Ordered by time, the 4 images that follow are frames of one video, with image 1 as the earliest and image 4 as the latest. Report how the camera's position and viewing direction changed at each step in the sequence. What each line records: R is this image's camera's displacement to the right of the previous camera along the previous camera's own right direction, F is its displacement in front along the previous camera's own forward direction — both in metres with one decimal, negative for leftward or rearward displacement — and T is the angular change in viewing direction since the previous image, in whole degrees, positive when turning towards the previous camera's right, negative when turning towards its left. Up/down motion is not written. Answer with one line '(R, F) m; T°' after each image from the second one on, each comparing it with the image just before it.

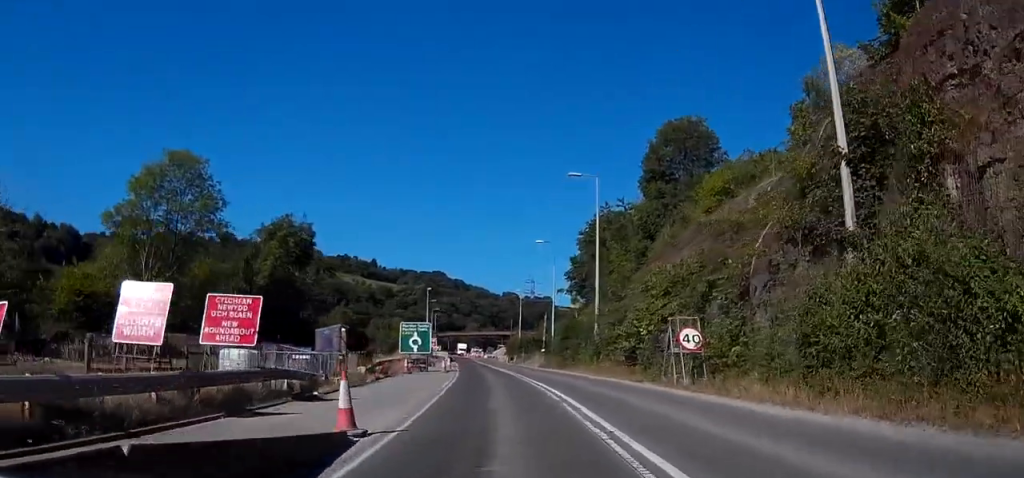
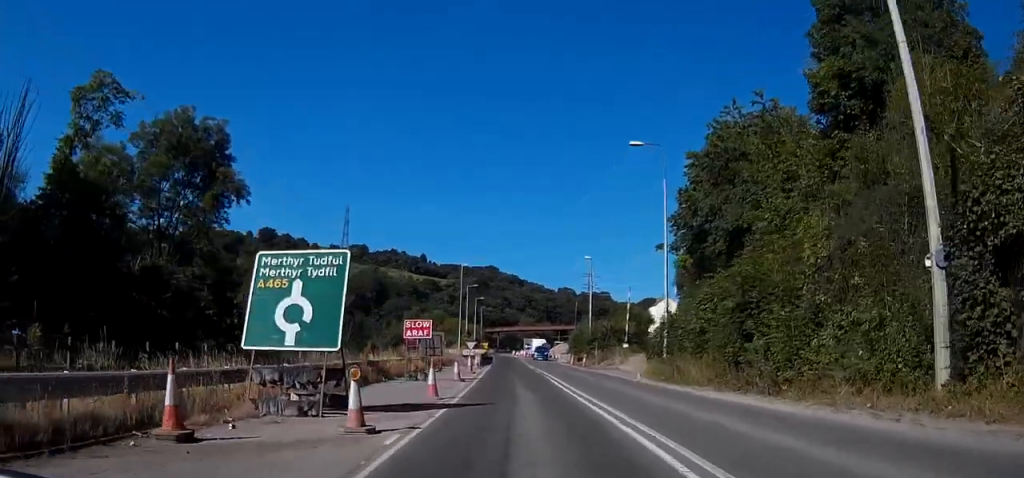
(-0.6, +34.0) m; -2°
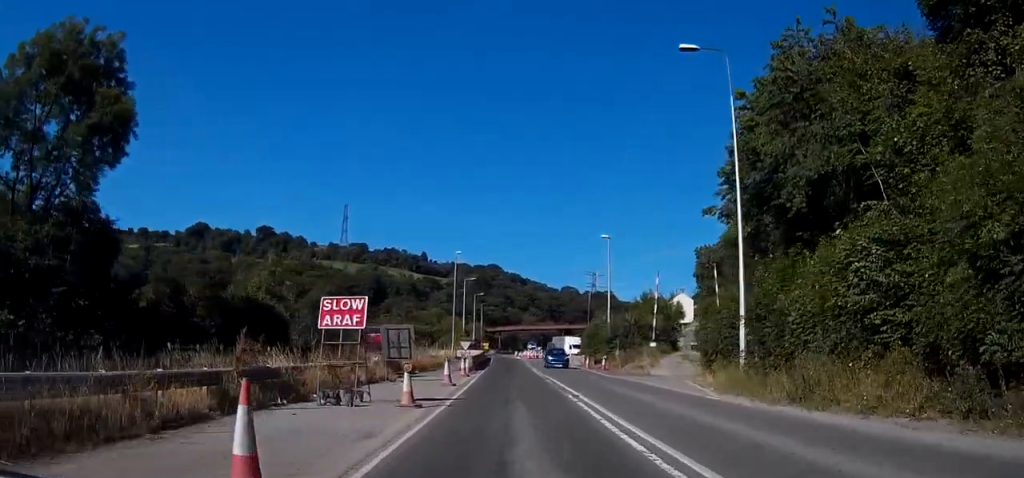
(0.0, +12.9) m; -1°
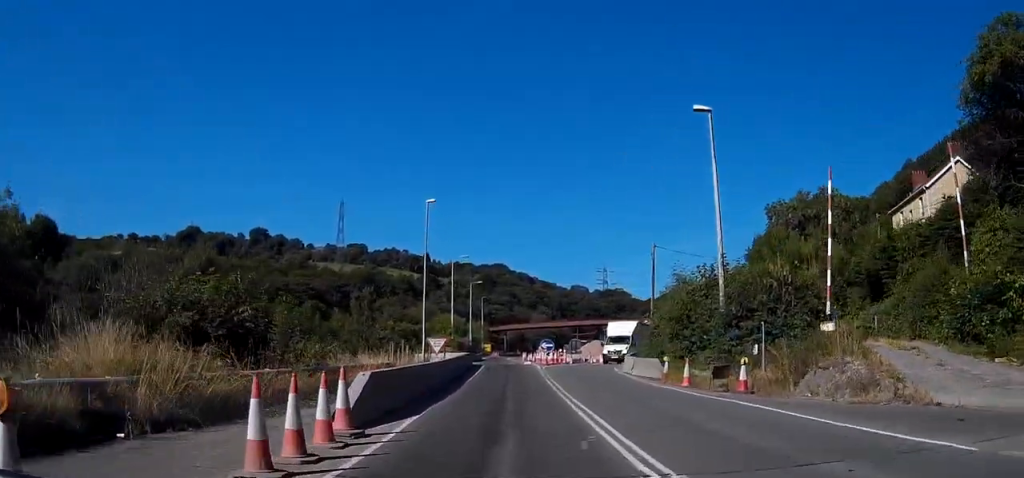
(-1.6, +31.0) m; -4°
